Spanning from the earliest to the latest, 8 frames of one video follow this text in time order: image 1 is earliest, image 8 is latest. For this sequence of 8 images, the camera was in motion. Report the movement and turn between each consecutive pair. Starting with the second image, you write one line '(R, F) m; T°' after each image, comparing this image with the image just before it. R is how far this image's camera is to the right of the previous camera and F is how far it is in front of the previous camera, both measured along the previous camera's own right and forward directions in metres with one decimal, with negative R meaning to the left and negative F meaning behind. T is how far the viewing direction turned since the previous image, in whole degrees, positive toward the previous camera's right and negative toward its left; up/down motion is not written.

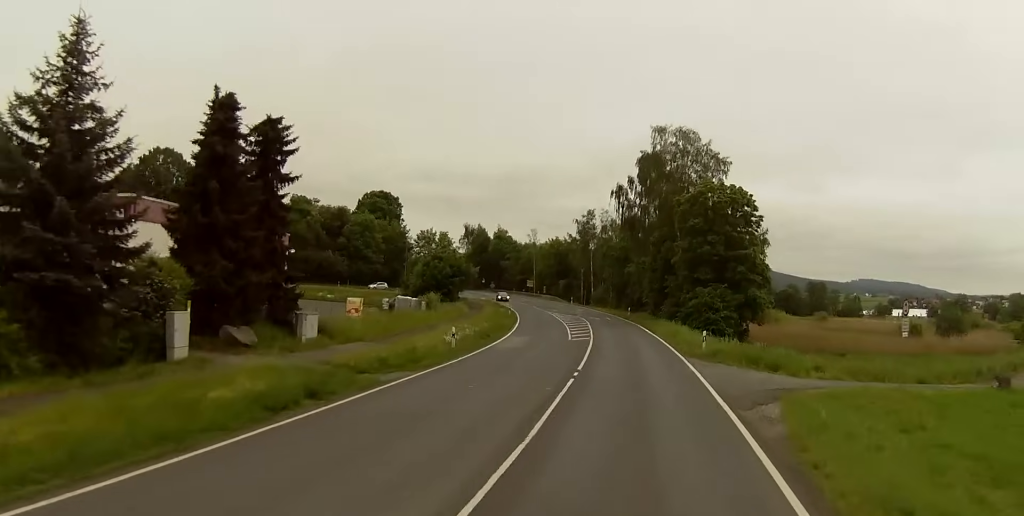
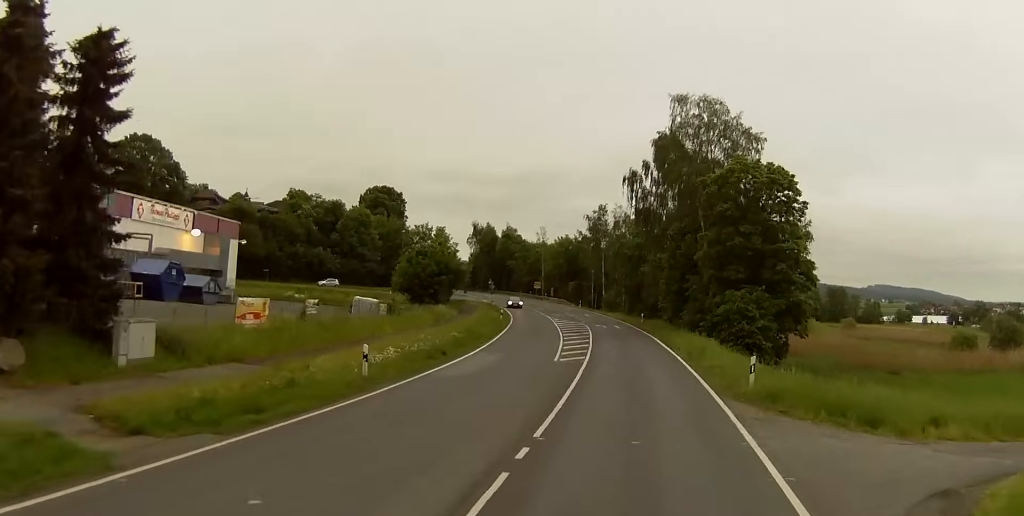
(-0.2, +13.3) m; -2°
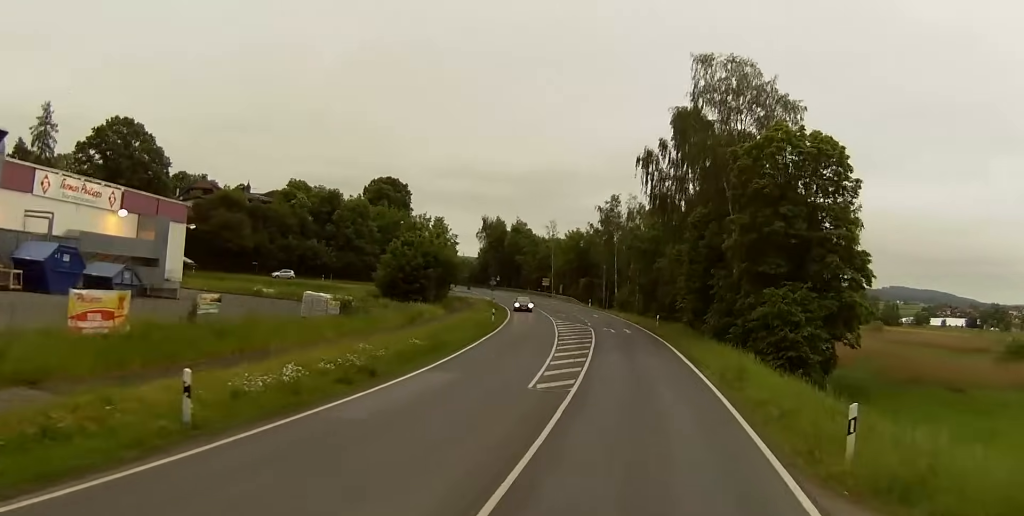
(-0.1, +10.5) m; -1°
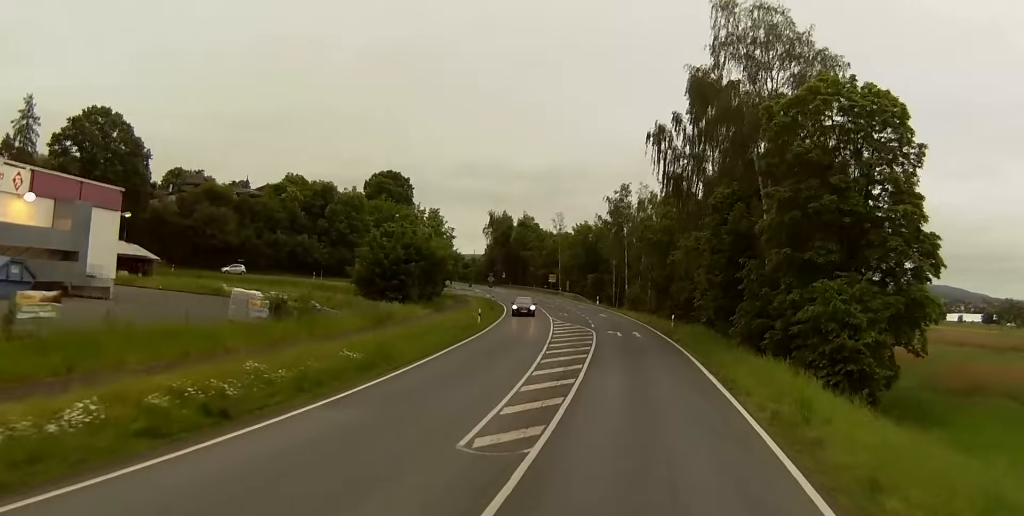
(0.0, +9.5) m; -1°
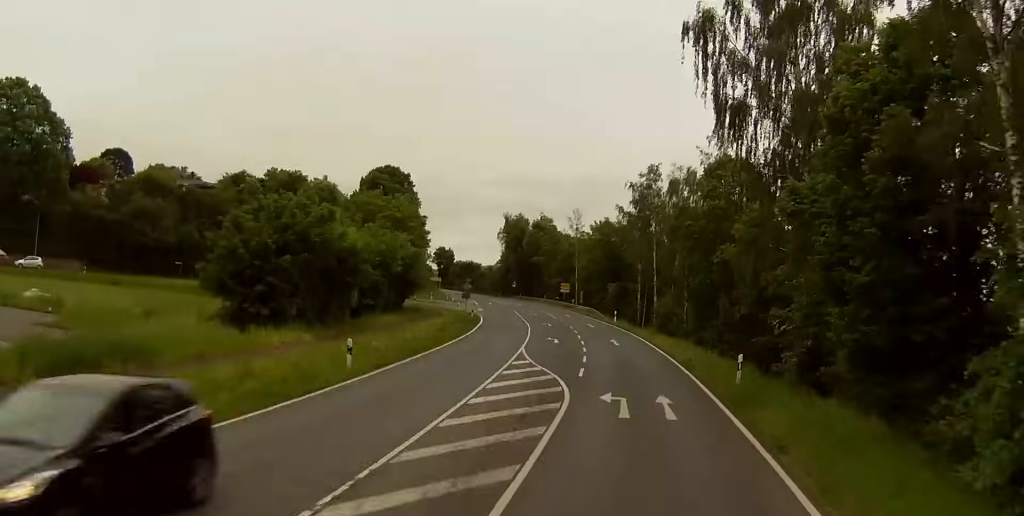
(-0.5, +27.6) m; -3°
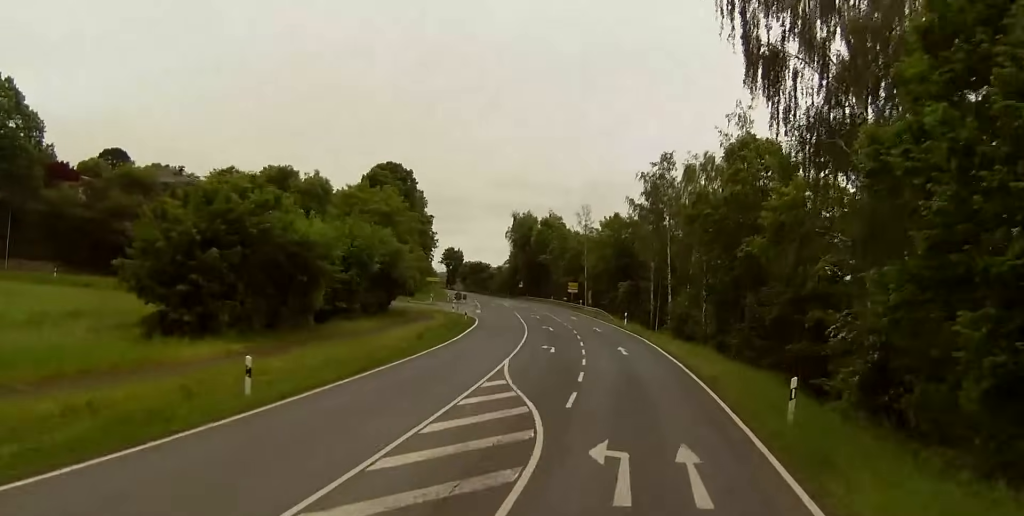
(-0.1, +8.0) m; -1°
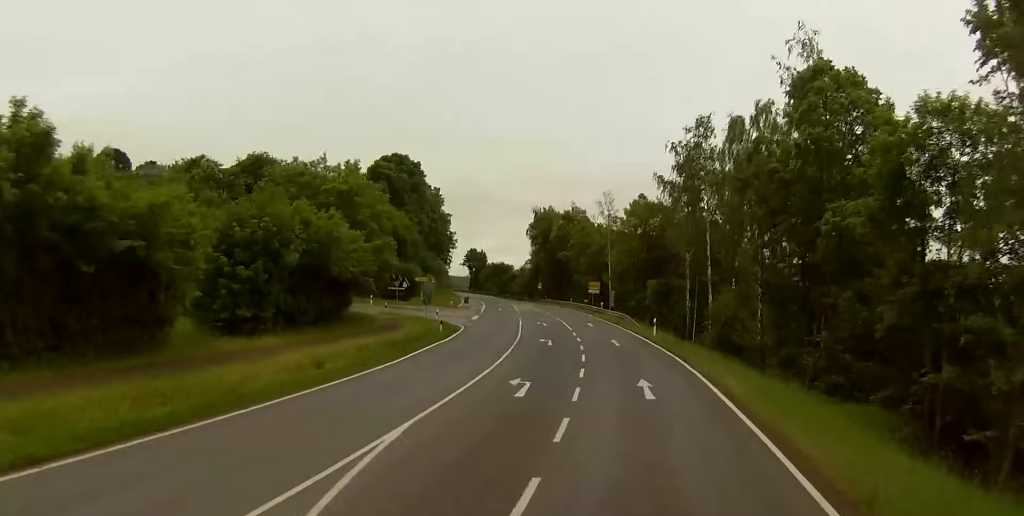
(-0.2, +17.0) m; -2°
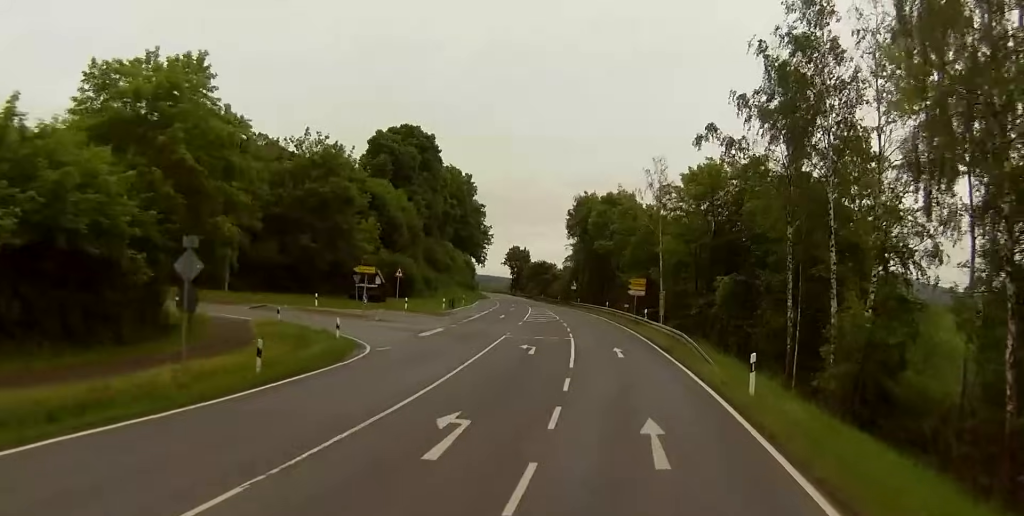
(-1.7, +27.9) m; -6°
